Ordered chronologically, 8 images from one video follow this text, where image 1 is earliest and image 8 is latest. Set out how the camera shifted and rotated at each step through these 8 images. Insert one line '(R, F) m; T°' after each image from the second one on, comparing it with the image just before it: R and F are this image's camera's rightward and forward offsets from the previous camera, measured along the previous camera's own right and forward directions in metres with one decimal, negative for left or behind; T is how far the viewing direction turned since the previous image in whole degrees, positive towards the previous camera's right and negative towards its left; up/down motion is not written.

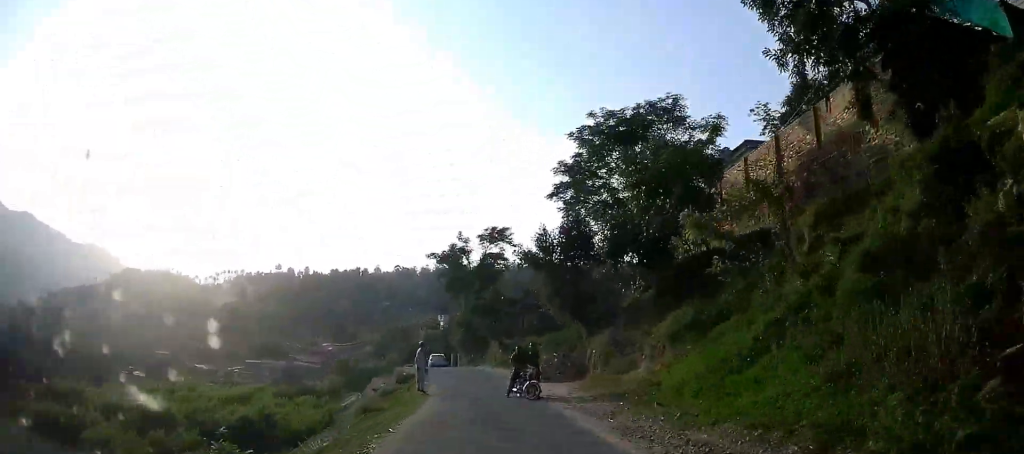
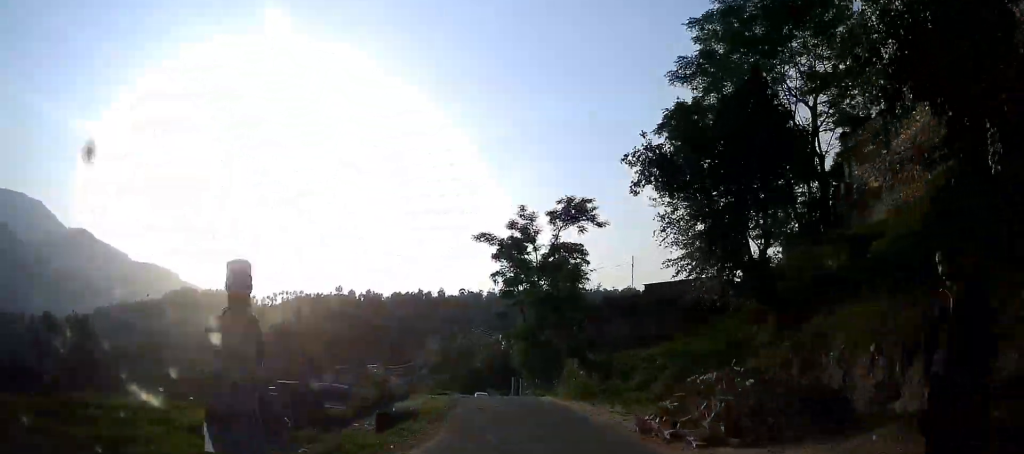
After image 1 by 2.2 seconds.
(-0.3, +20.2) m; -6°
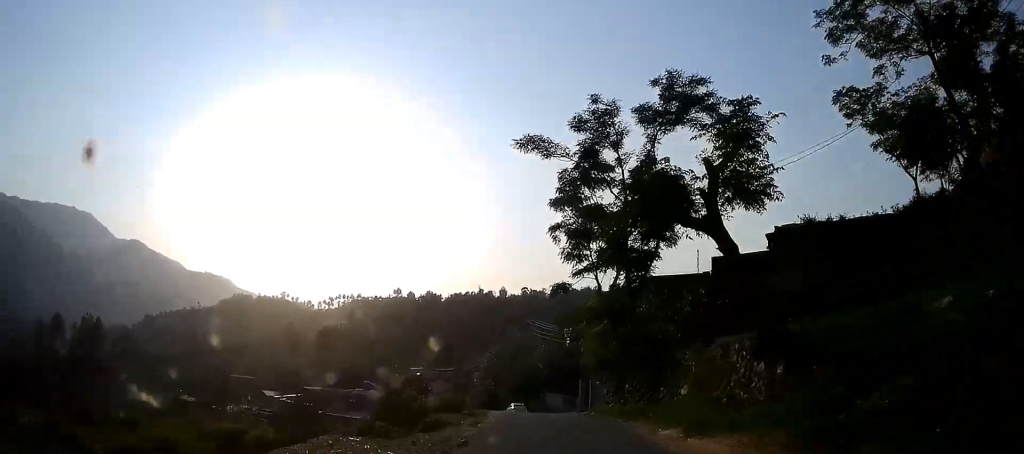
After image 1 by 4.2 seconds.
(-1.6, +16.5) m; -6°
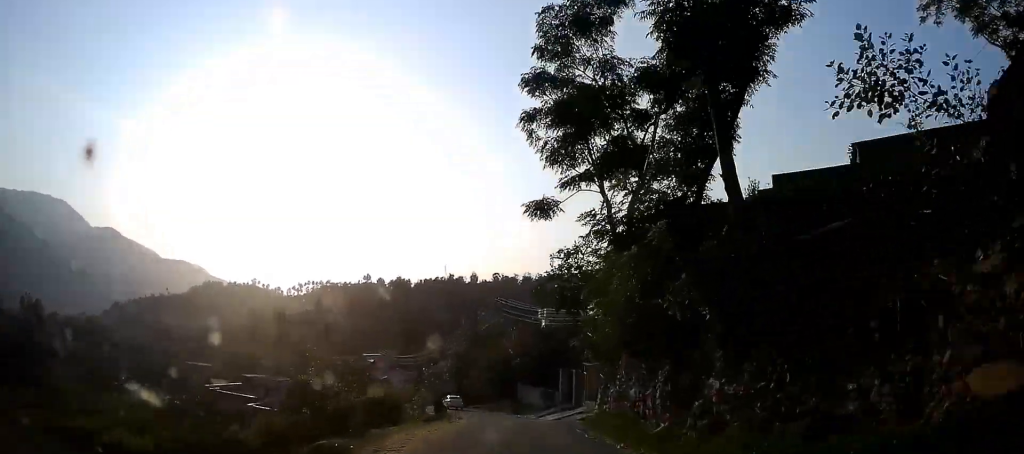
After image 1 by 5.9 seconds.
(-0.2, +13.5) m; -1°
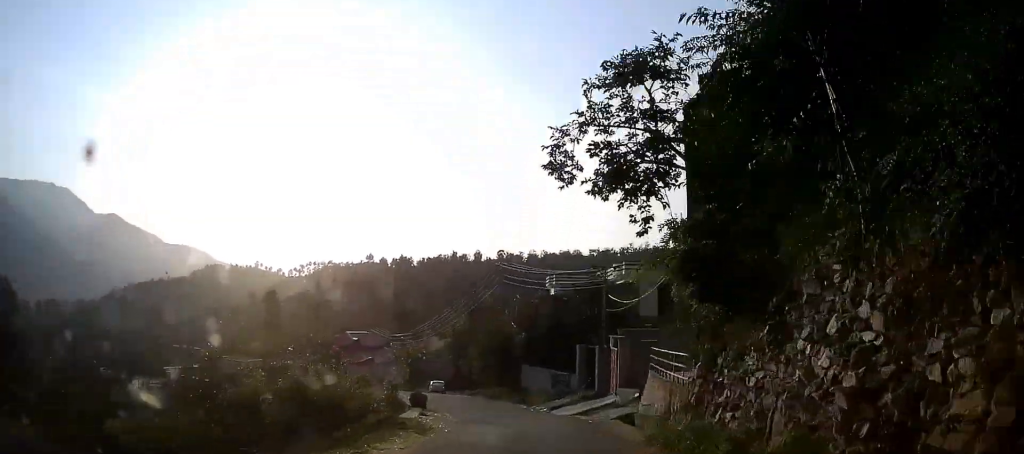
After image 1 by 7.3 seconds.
(0.0, +11.4) m; 0°
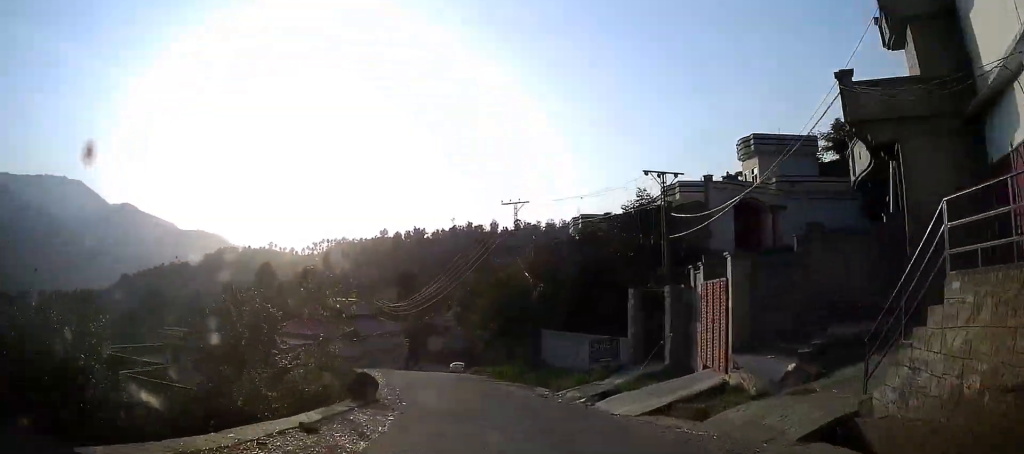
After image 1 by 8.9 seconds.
(0.0, +13.9) m; 0°
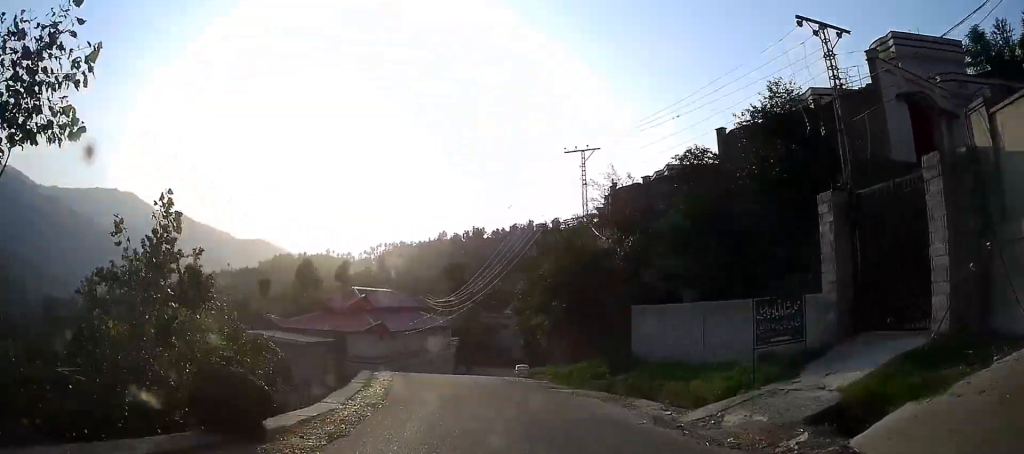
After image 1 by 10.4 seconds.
(+0.4, +12.7) m; -3°
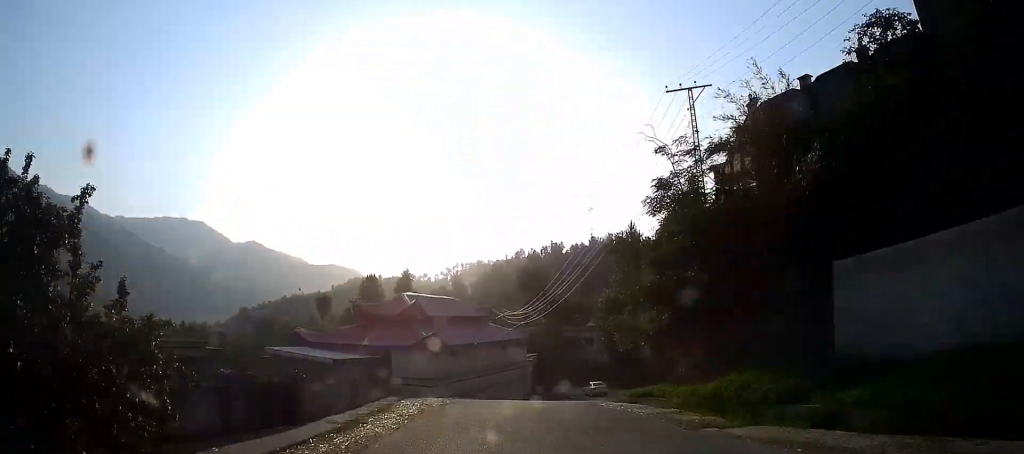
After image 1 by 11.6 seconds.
(-0.8, +10.9) m; -5°
